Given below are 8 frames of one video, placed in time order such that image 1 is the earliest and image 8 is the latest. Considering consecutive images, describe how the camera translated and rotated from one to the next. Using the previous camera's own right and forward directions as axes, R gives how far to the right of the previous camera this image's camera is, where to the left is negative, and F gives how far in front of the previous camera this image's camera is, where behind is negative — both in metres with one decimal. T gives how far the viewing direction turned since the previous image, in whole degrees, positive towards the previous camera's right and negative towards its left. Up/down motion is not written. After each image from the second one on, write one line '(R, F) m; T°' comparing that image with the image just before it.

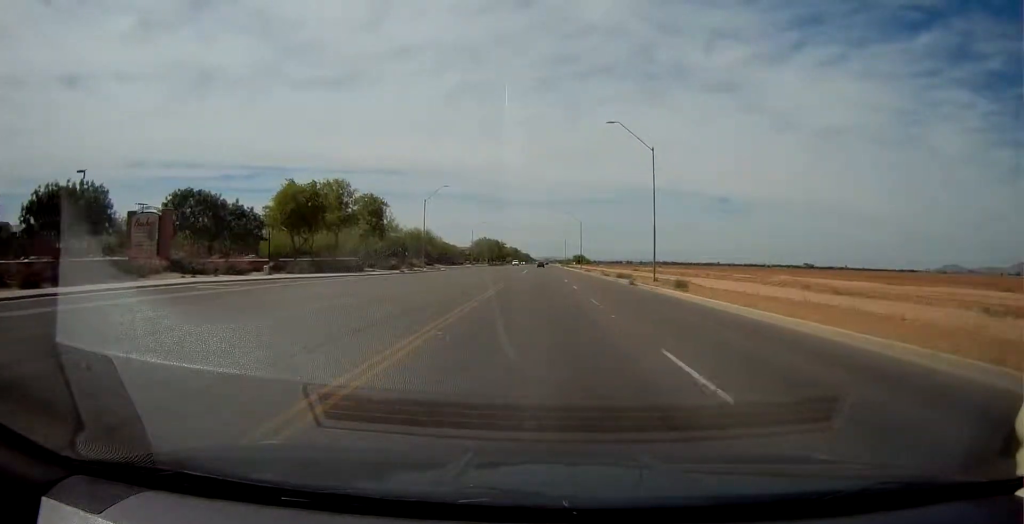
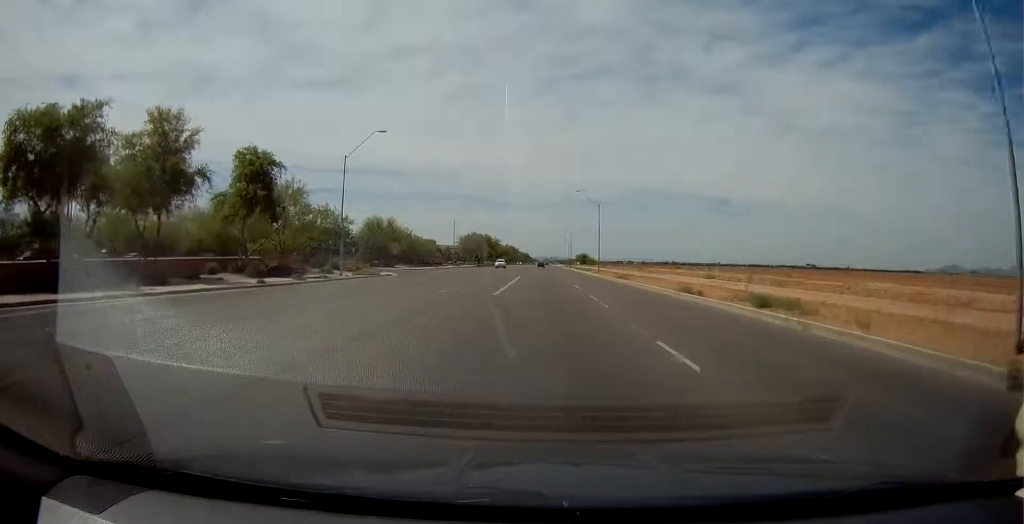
(+0.3, +34.5) m; +2°
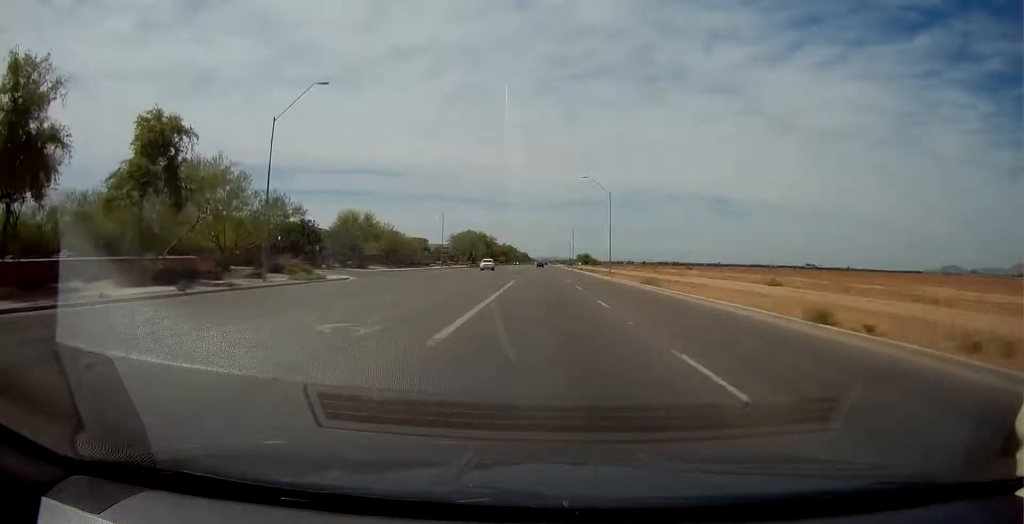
(0.0, +13.8) m; 0°
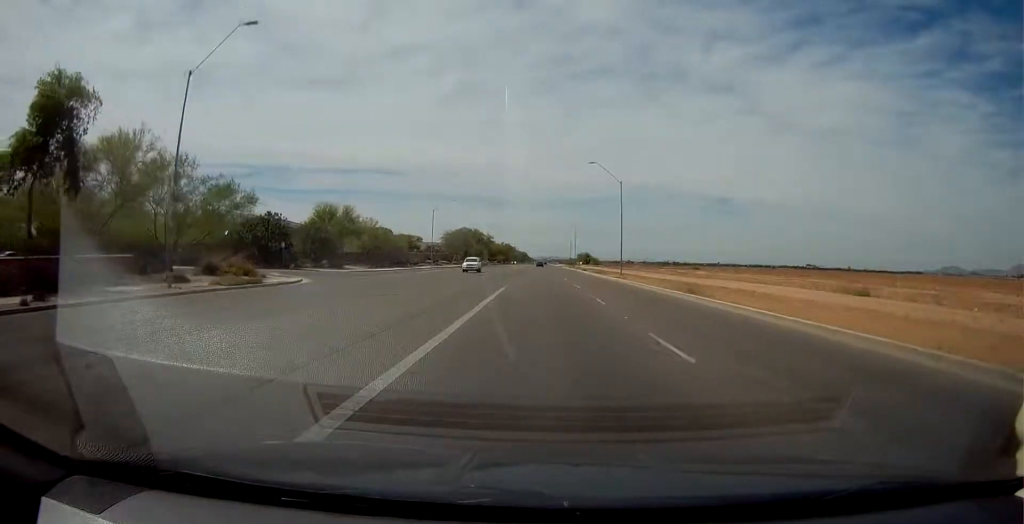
(0.0, +9.9) m; 0°
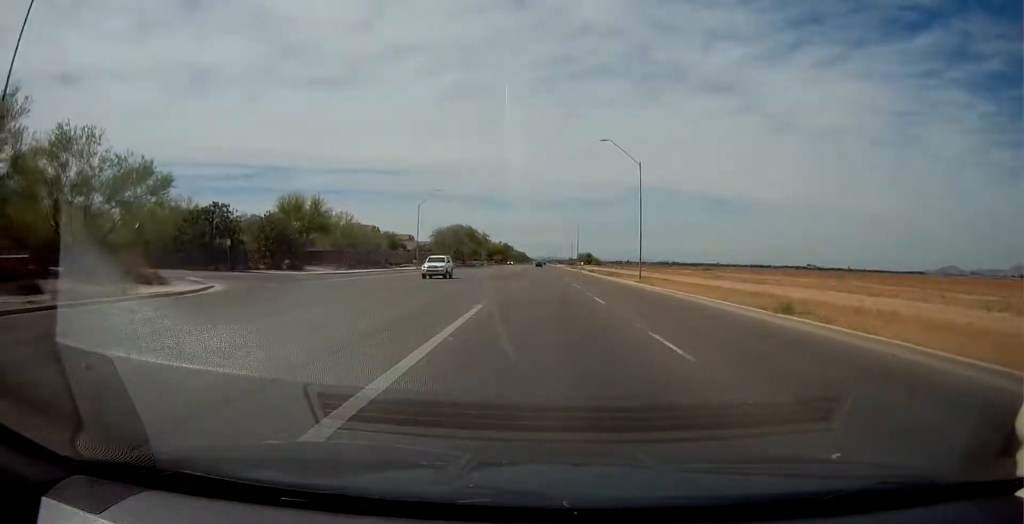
(0.0, +11.6) m; 0°
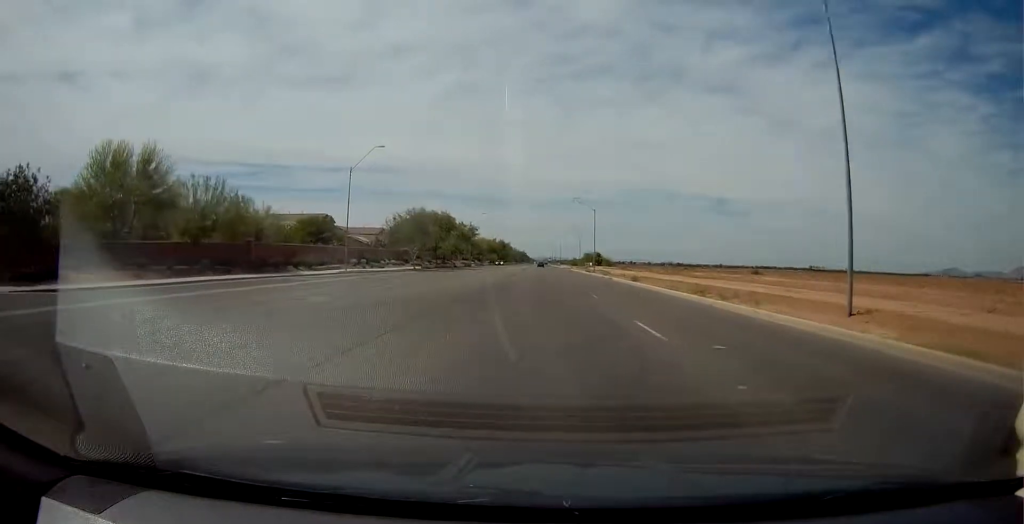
(0.0, +33.5) m; 0°
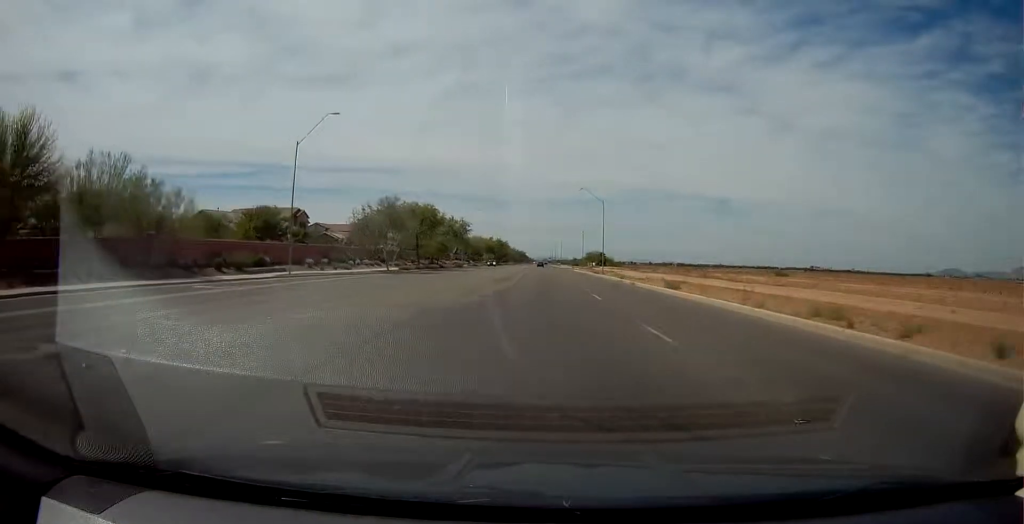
(0.0, +12.8) m; 0°
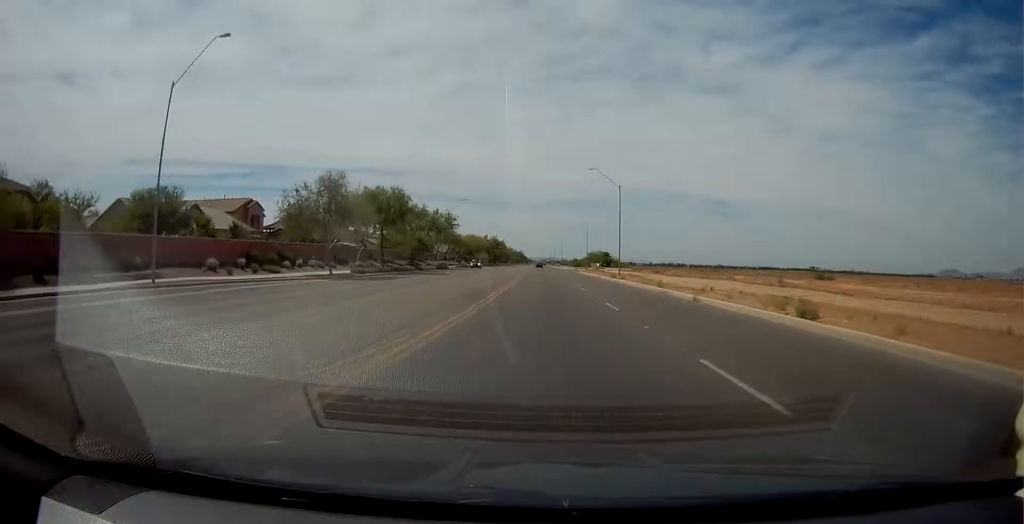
(0.0, +16.6) m; 0°
